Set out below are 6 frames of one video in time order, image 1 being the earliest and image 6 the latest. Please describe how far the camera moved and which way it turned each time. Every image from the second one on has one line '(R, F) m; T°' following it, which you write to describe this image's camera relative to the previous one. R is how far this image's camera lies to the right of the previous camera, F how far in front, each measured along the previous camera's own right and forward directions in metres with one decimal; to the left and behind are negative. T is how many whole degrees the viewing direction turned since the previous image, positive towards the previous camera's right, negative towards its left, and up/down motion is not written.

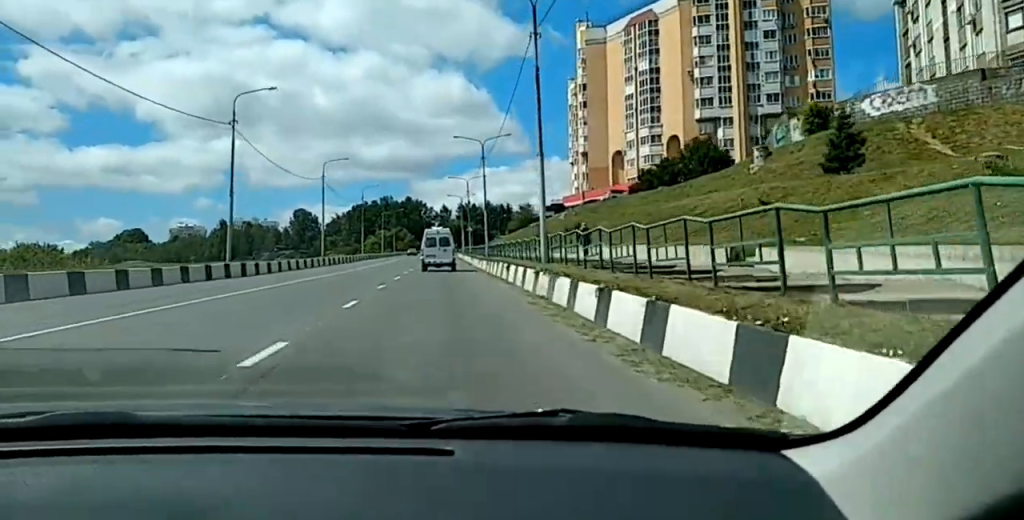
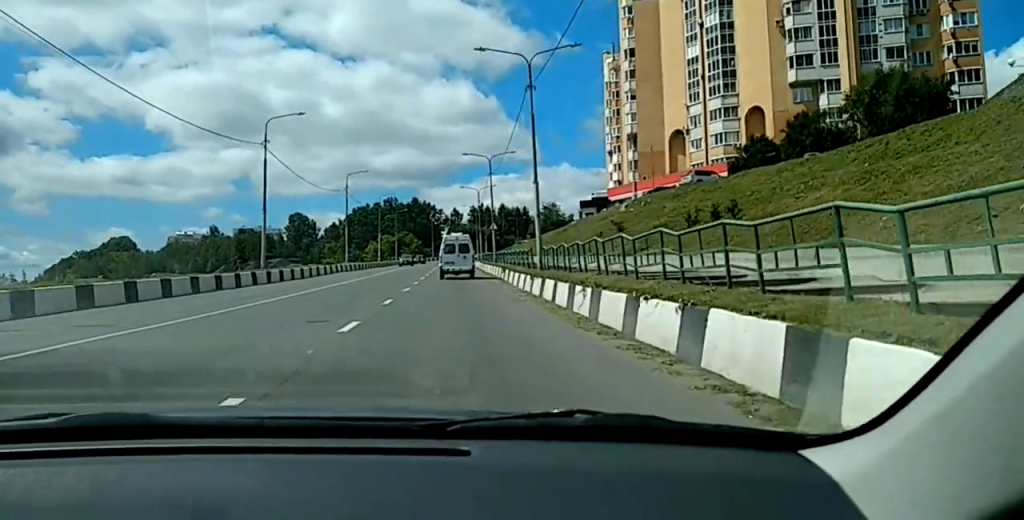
(+2.7, +30.5) m; +6°
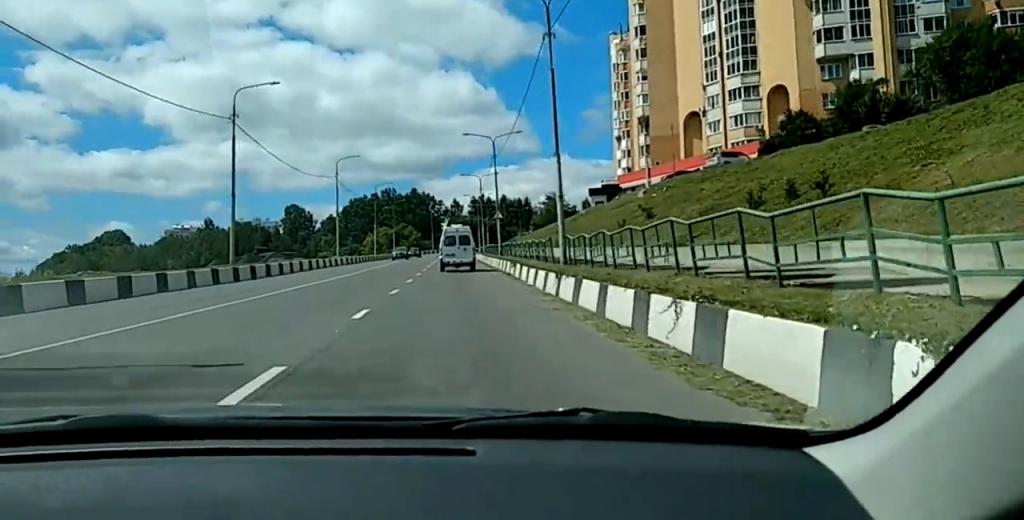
(0.0, +7.1) m; 0°
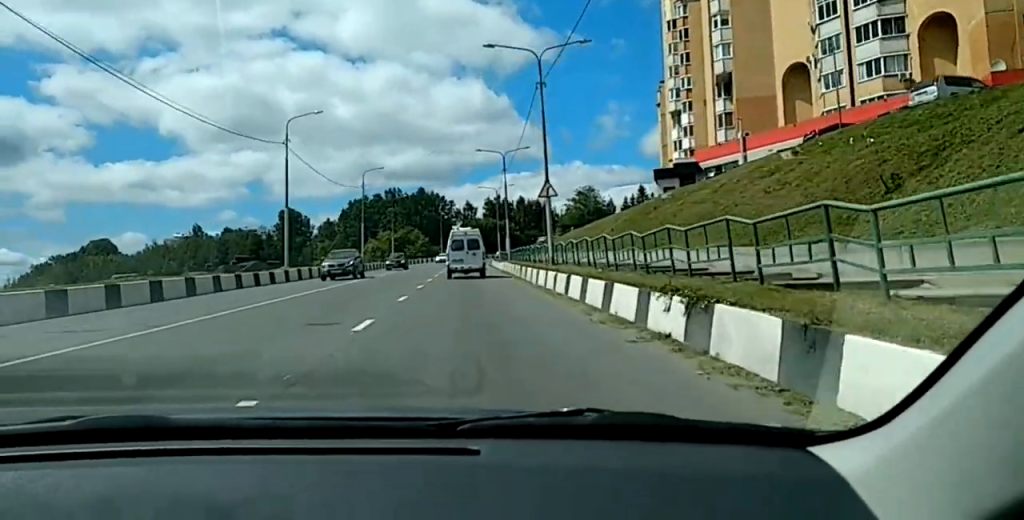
(0.0, +17.0) m; 0°
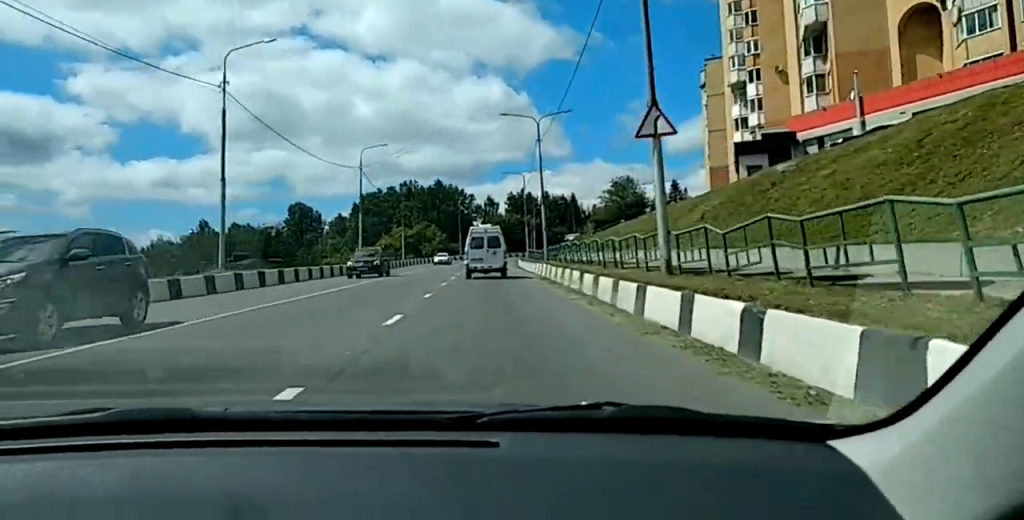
(0.0, +16.2) m; 0°
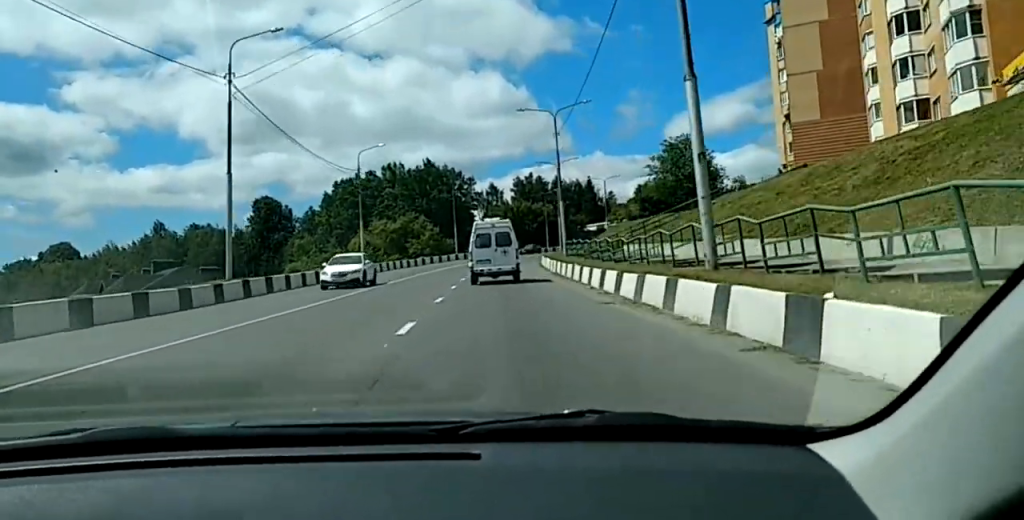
(+0.5, +33.3) m; +1°
